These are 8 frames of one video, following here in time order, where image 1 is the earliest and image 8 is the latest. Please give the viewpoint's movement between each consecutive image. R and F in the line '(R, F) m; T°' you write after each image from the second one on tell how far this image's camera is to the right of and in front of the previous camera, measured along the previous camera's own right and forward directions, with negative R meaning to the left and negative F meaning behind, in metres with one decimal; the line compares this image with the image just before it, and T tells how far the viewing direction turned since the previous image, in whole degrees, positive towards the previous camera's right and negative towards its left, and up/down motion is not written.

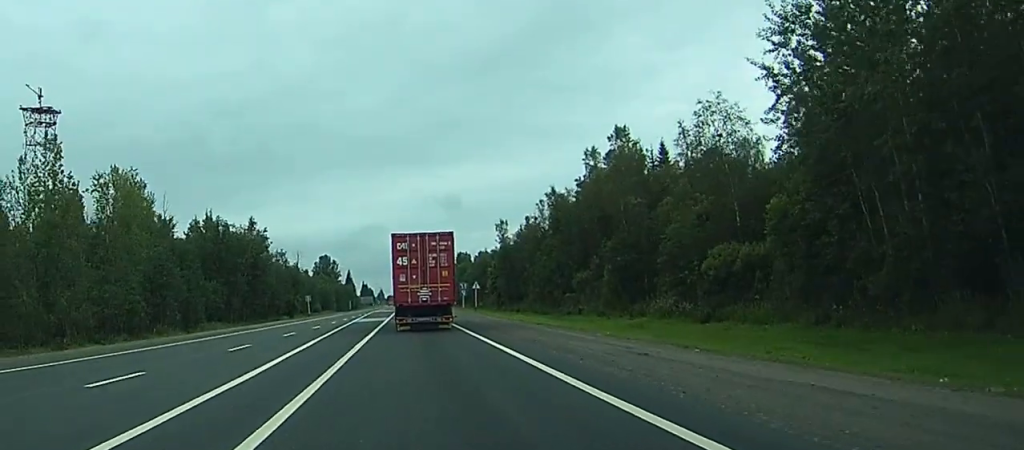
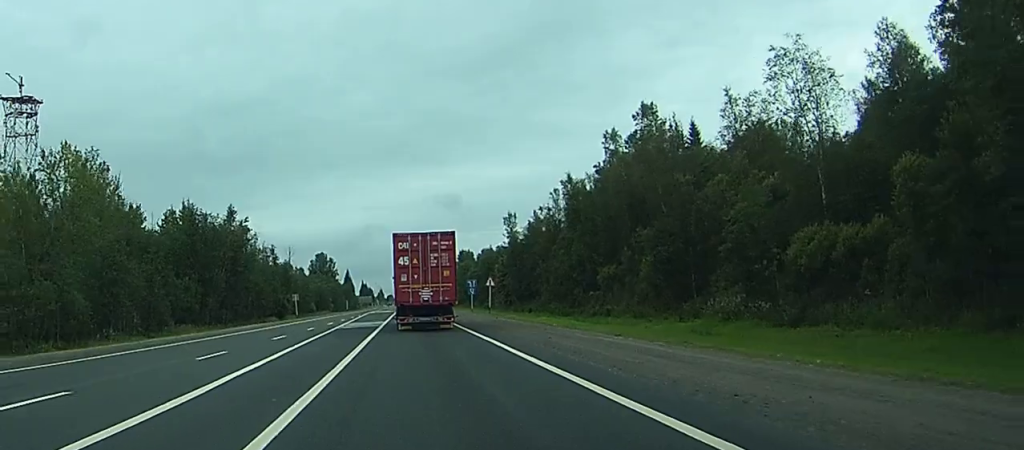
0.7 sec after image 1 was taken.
(0.0, +16.7) m; 0°
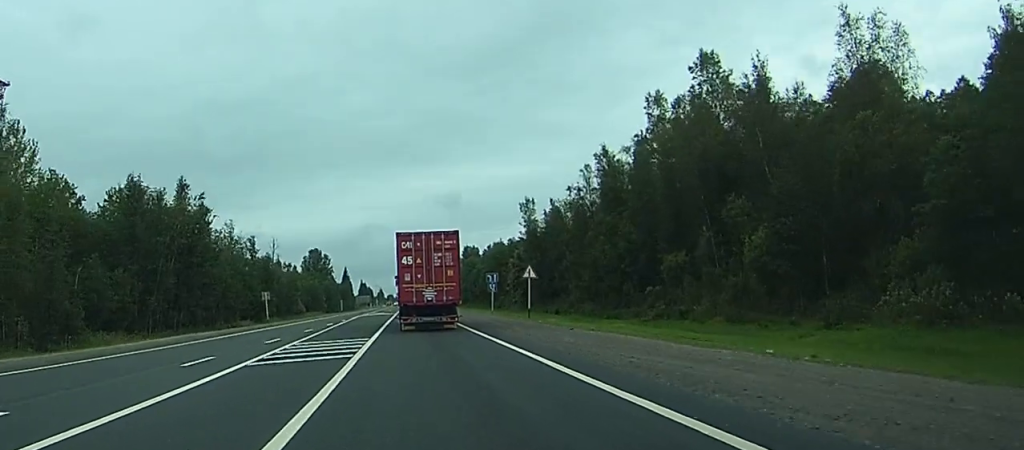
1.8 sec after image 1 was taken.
(-0.1, +28.2) m; -1°
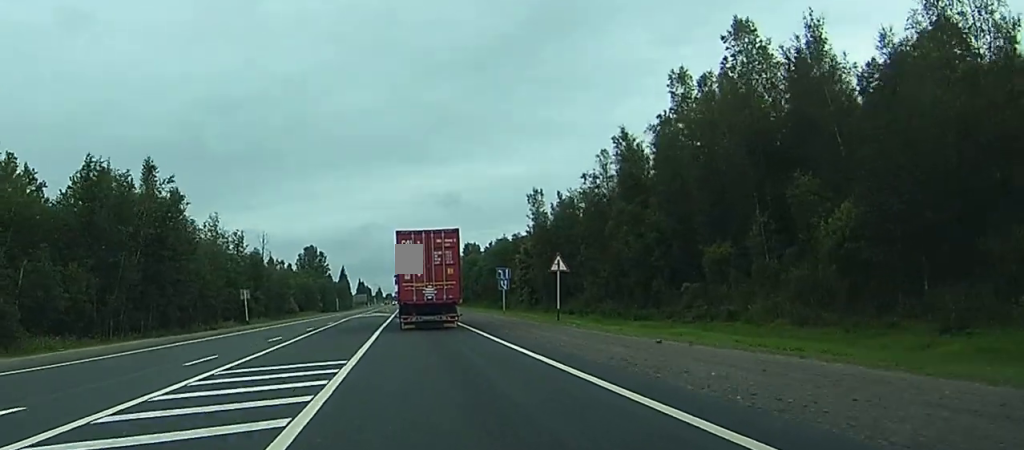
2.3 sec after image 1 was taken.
(-0.1, +13.0) m; -1°
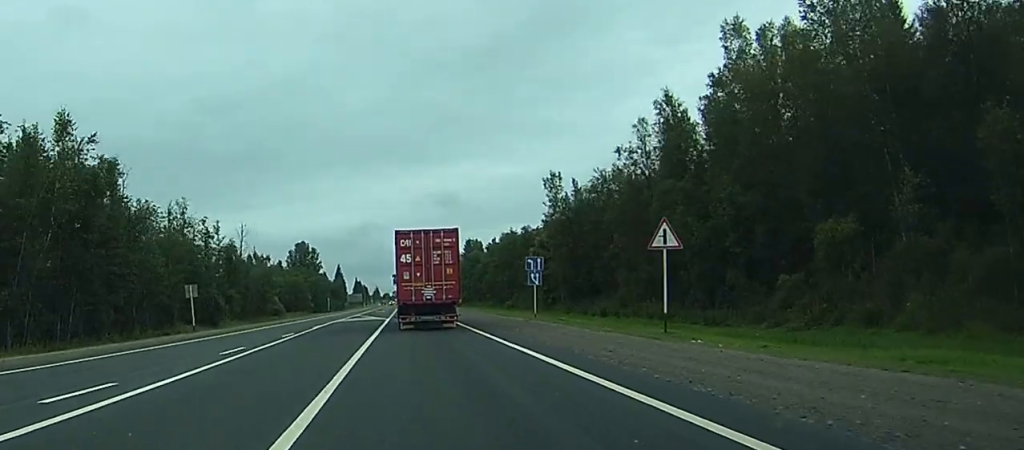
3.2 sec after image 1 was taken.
(-0.4, +22.5) m; +1°
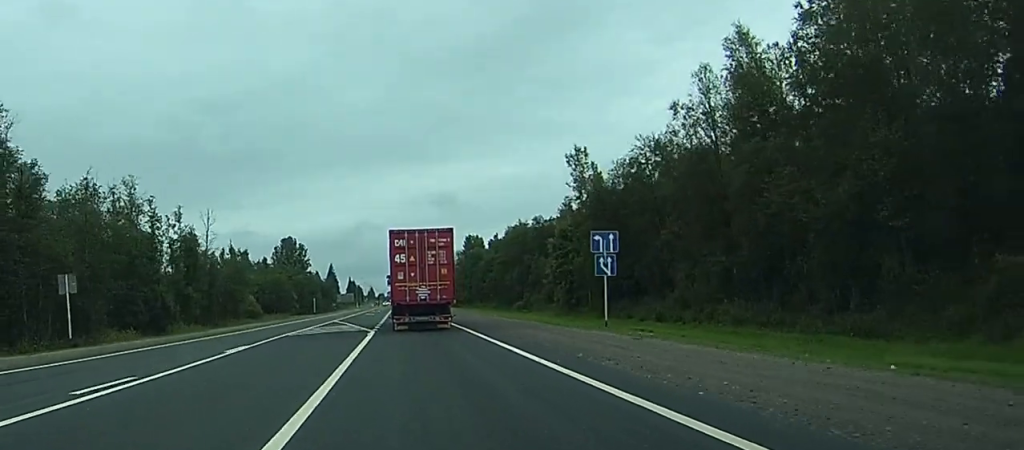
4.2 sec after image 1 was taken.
(+0.4, +22.5) m; +3°
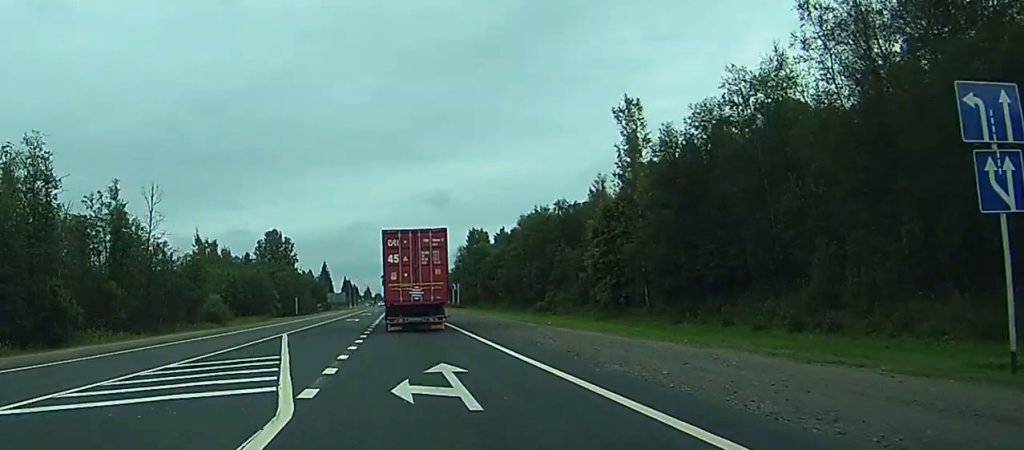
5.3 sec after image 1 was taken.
(+0.9, +23.9) m; 0°
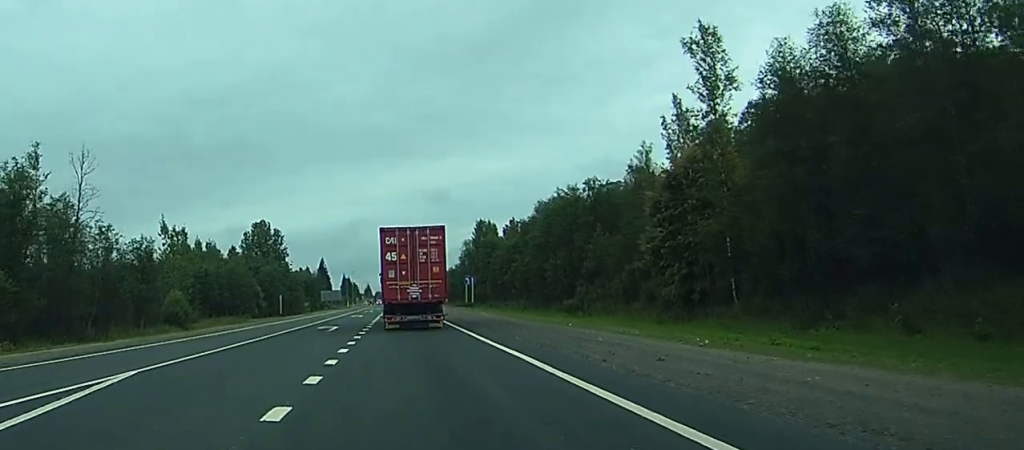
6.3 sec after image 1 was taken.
(-0.5, +20.9) m; -1°
